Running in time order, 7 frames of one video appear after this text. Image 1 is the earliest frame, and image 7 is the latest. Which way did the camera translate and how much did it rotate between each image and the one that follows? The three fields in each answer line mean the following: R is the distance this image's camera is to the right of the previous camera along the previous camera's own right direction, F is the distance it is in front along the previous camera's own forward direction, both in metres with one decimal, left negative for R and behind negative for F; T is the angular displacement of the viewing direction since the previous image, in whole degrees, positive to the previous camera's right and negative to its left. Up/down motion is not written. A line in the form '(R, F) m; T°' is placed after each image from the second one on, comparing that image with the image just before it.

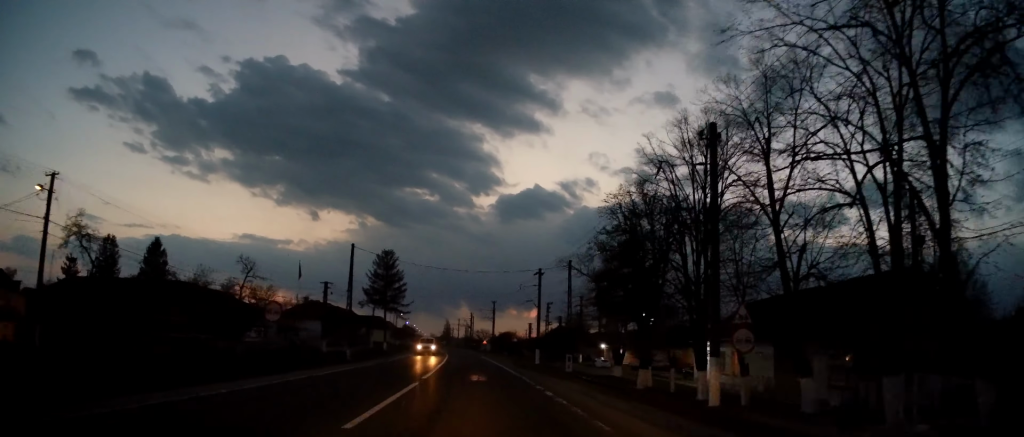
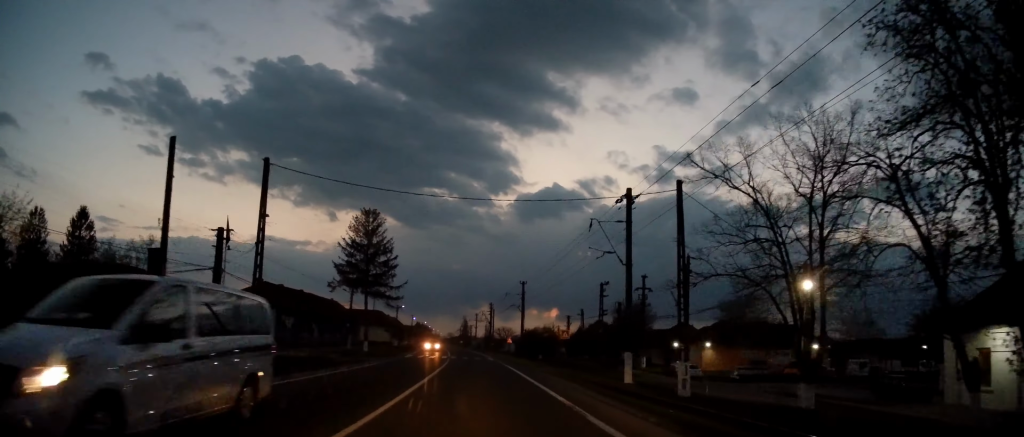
(-0.8, +28.1) m; -2°
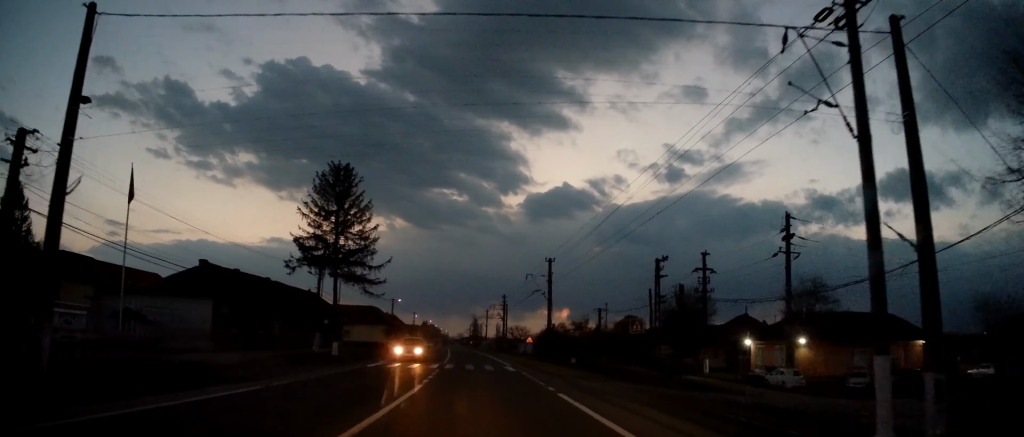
(+0.1, +17.0) m; -1°
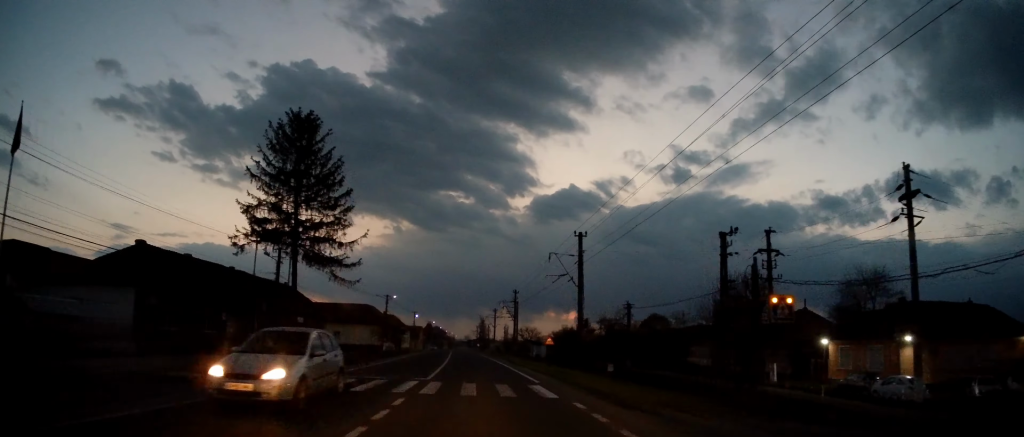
(-0.3, +11.8) m; -1°
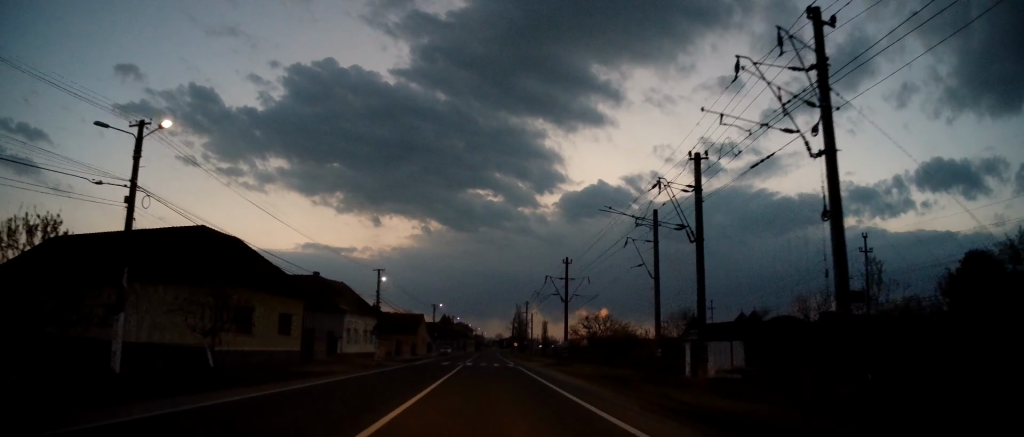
(-2.7, +64.3) m; -3°
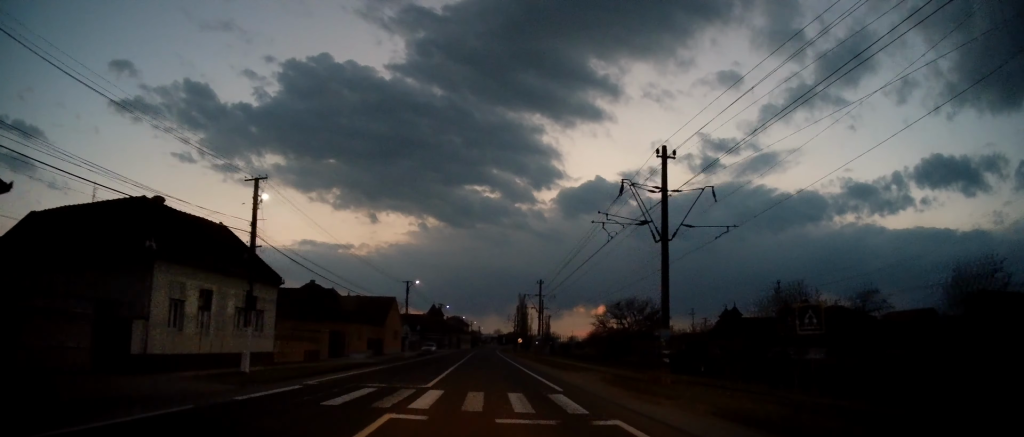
(-0.4, +27.4) m; -1°
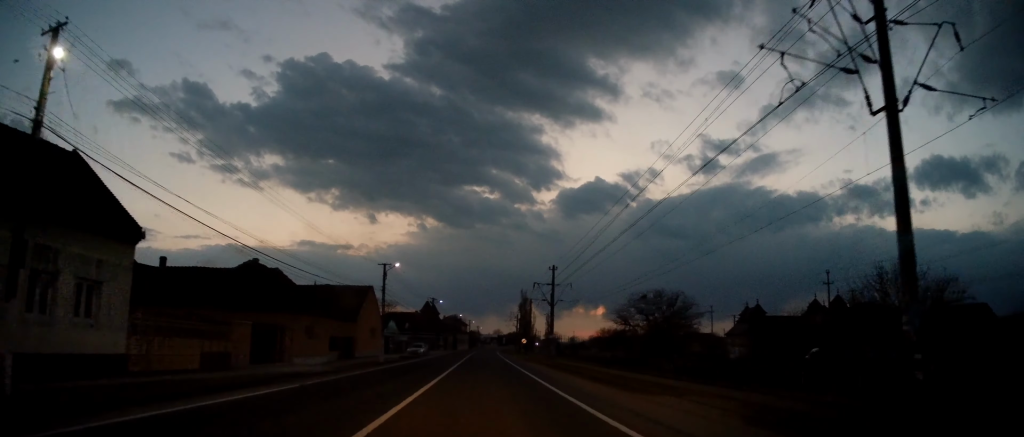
(0.0, +13.0) m; 0°
